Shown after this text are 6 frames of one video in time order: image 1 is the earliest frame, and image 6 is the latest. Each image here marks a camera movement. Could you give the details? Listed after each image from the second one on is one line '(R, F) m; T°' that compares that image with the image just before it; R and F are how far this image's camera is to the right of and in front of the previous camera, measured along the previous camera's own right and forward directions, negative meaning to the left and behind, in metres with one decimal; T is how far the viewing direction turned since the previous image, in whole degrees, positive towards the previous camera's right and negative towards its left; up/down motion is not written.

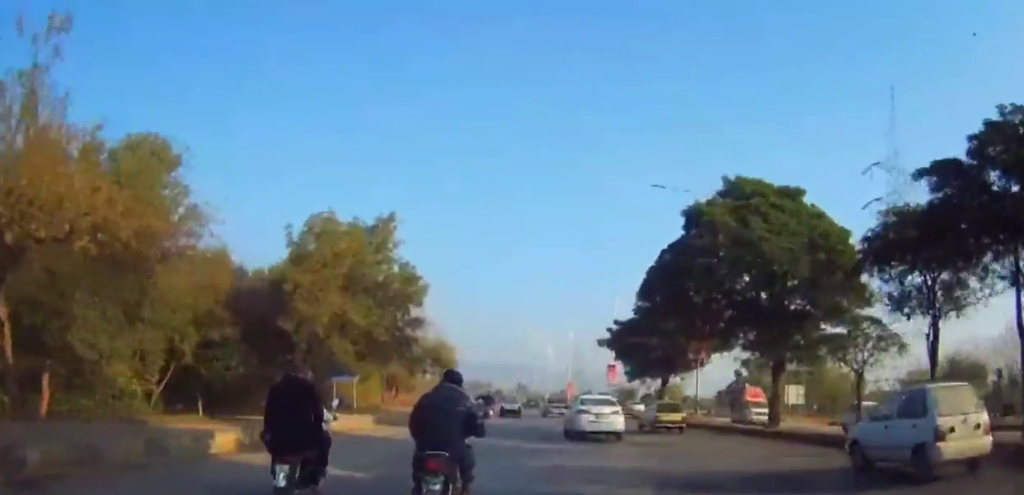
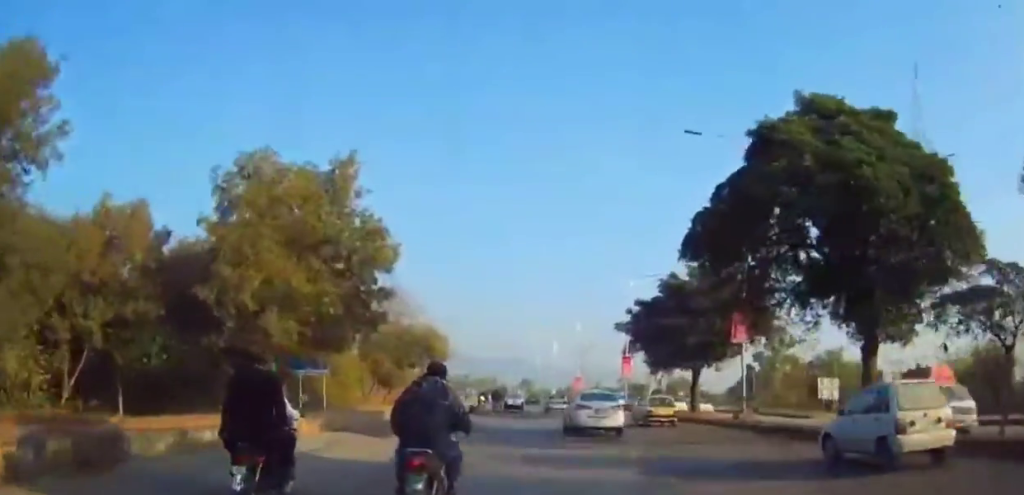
(+0.1, +7.4) m; 0°
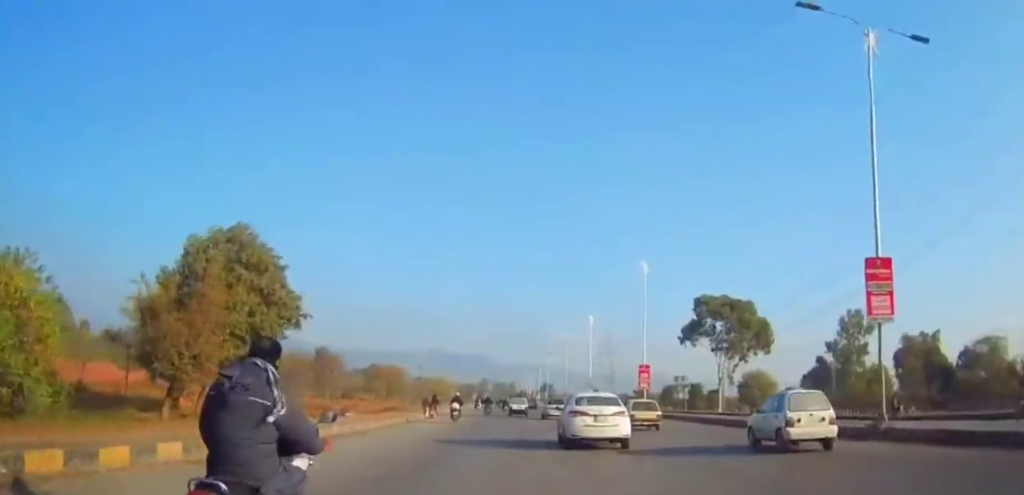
(-0.9, +46.0) m; -2°
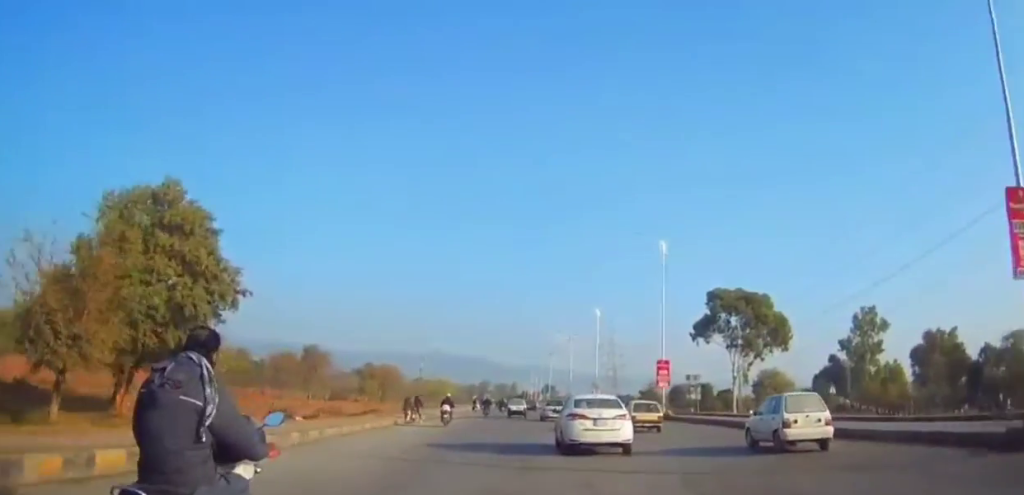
(-0.1, +7.3) m; 0°
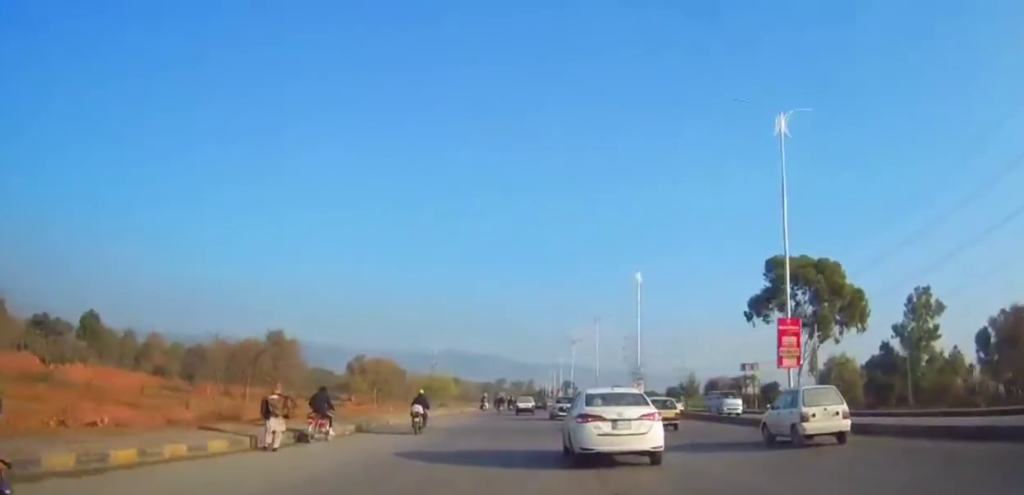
(+0.4, +21.6) m; -1°
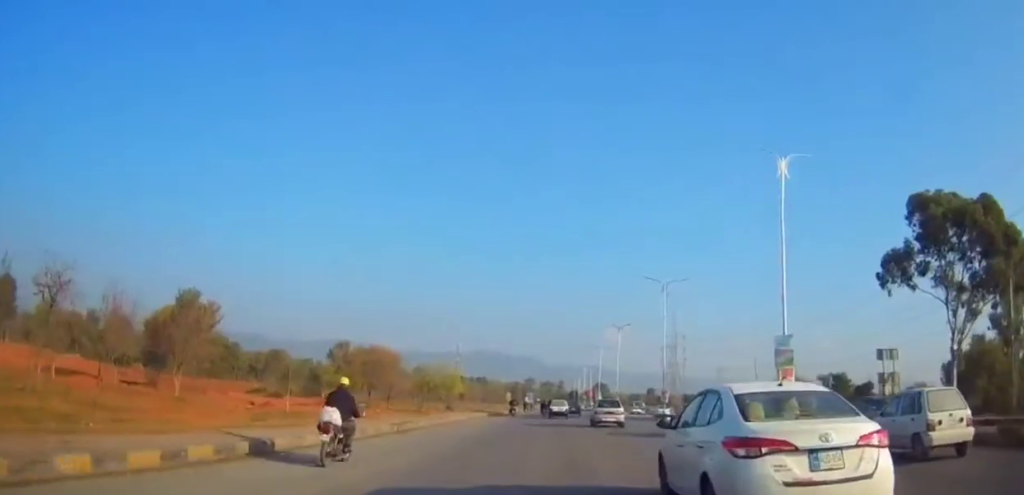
(-1.2, +31.0) m; -2°
